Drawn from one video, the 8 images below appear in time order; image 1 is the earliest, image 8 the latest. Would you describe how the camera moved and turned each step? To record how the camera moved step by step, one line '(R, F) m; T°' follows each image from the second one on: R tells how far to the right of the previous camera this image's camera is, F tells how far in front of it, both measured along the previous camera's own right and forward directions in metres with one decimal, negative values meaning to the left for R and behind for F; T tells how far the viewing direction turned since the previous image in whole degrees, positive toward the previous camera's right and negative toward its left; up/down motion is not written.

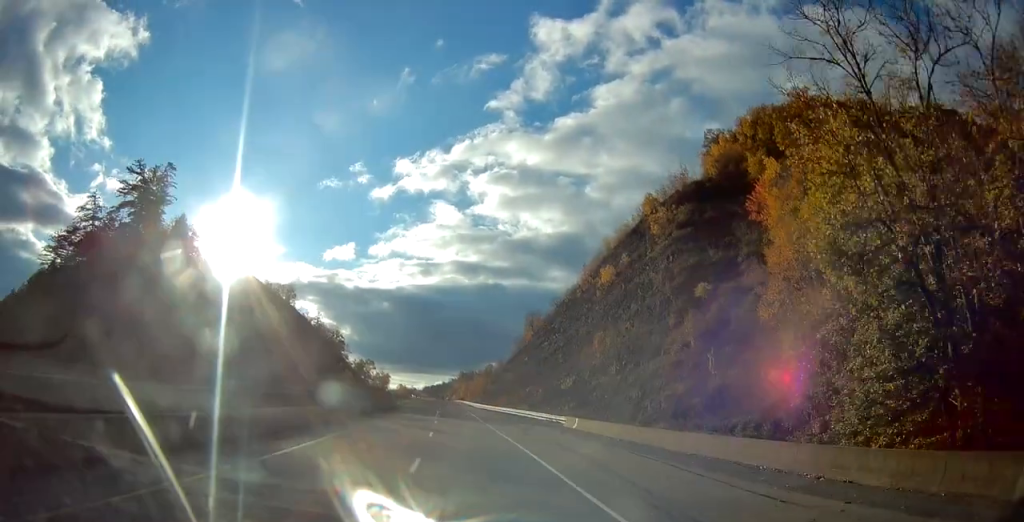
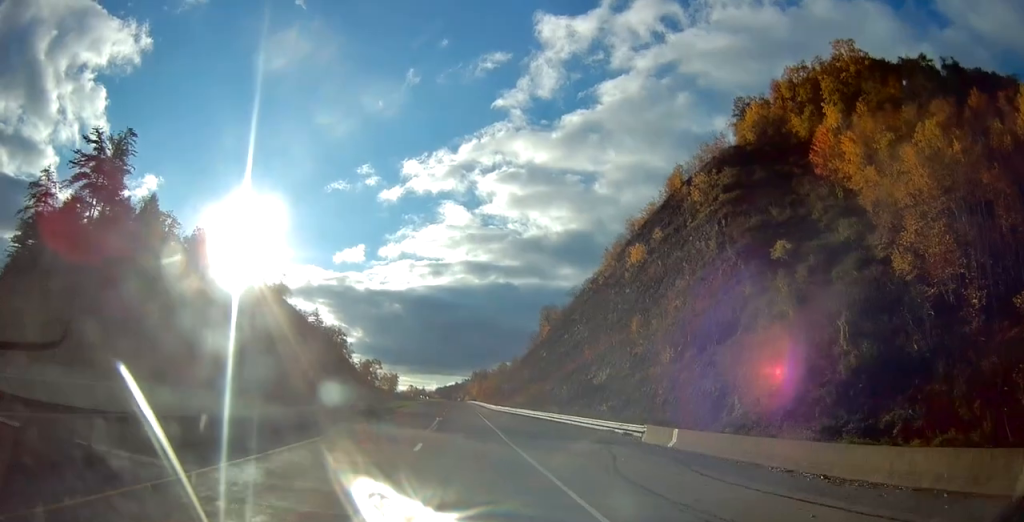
(-0.4, +19.7) m; -1°
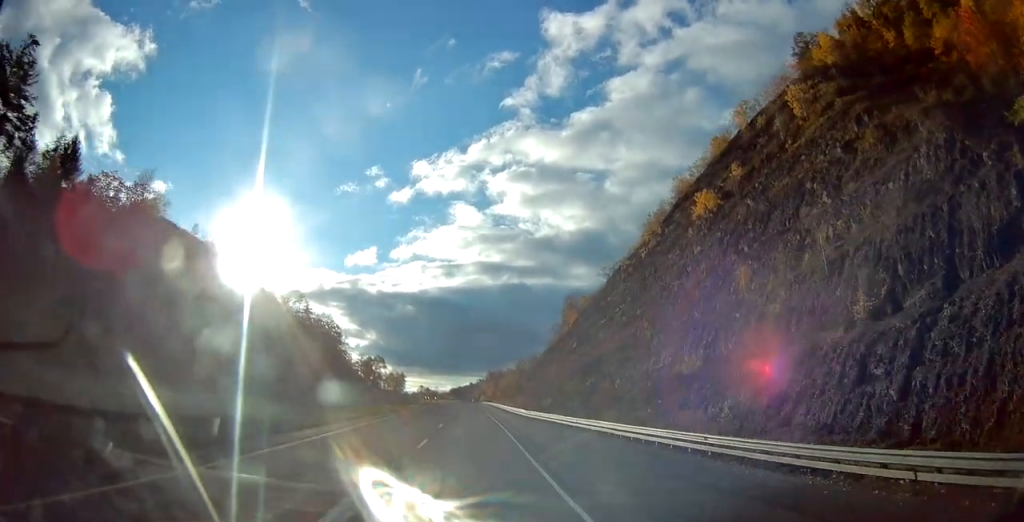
(-0.3, +35.6) m; -1°
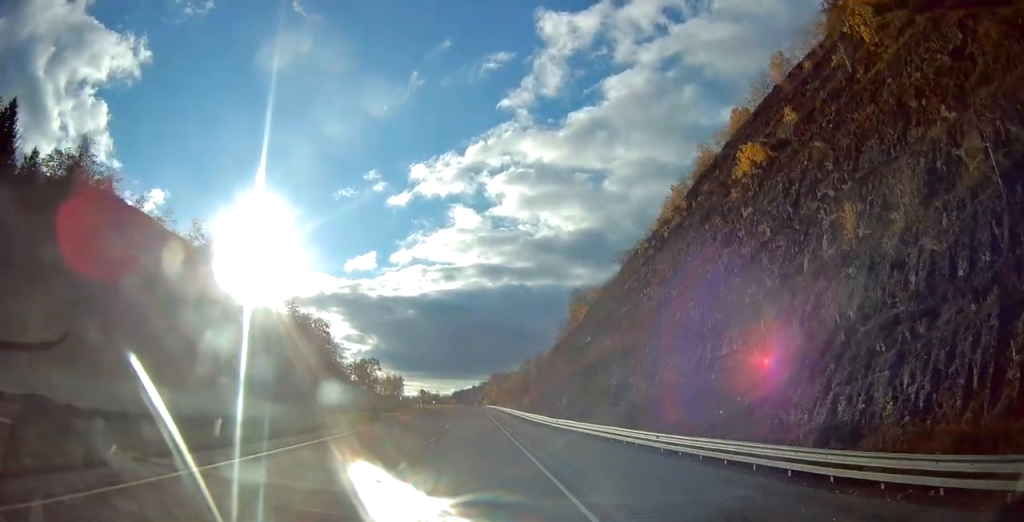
(-0.3, +19.7) m; 0°
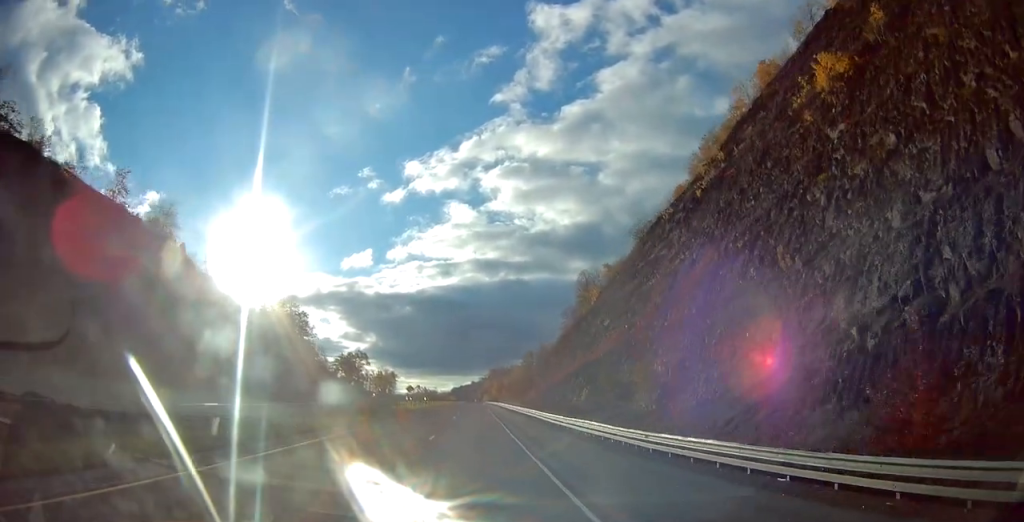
(+0.1, +24.5) m; 0°
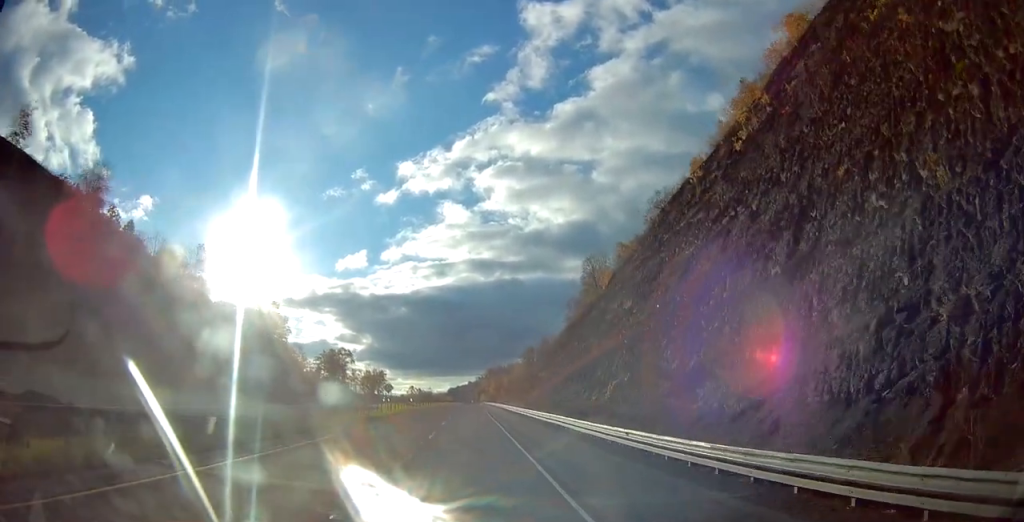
(-0.1, +22.7) m; 0°
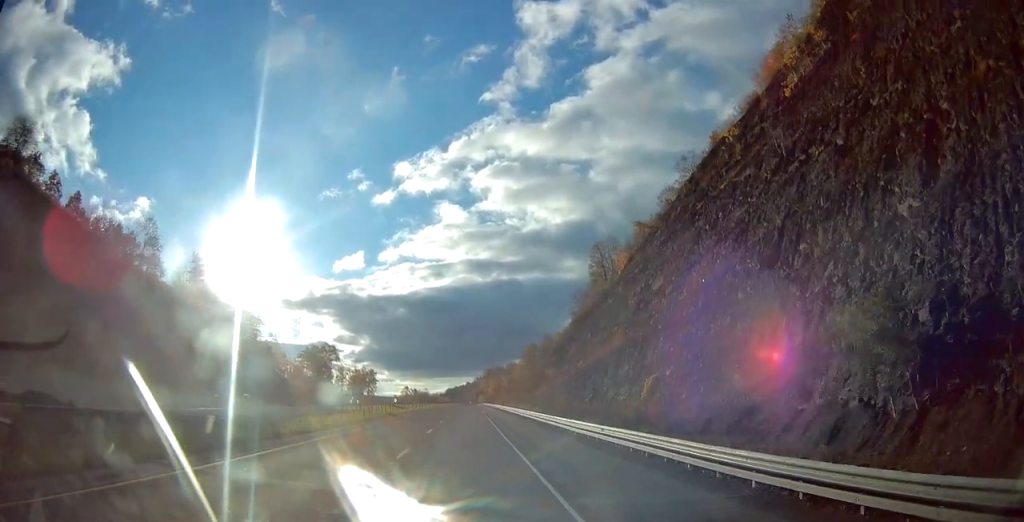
(0.0, +19.9) m; 0°
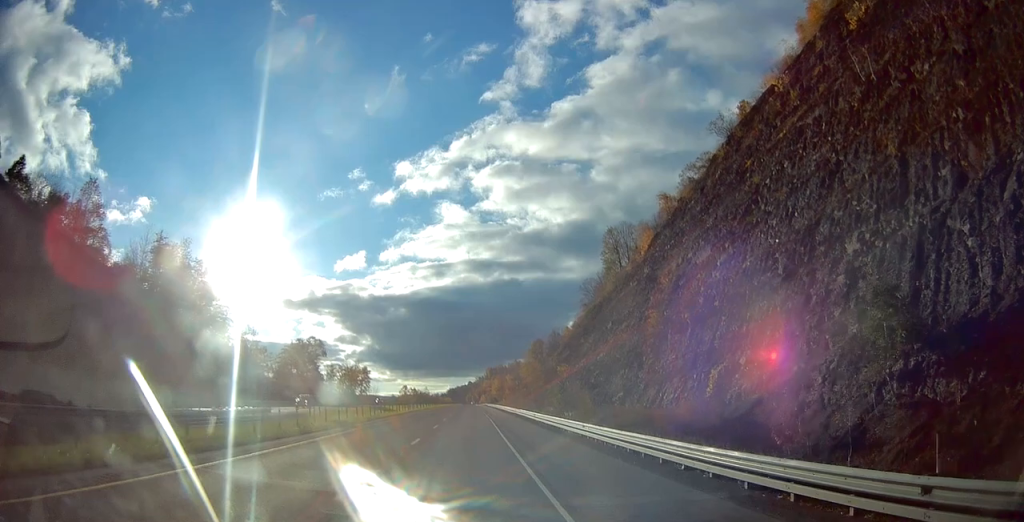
(+0.4, +19.0) m; 0°
